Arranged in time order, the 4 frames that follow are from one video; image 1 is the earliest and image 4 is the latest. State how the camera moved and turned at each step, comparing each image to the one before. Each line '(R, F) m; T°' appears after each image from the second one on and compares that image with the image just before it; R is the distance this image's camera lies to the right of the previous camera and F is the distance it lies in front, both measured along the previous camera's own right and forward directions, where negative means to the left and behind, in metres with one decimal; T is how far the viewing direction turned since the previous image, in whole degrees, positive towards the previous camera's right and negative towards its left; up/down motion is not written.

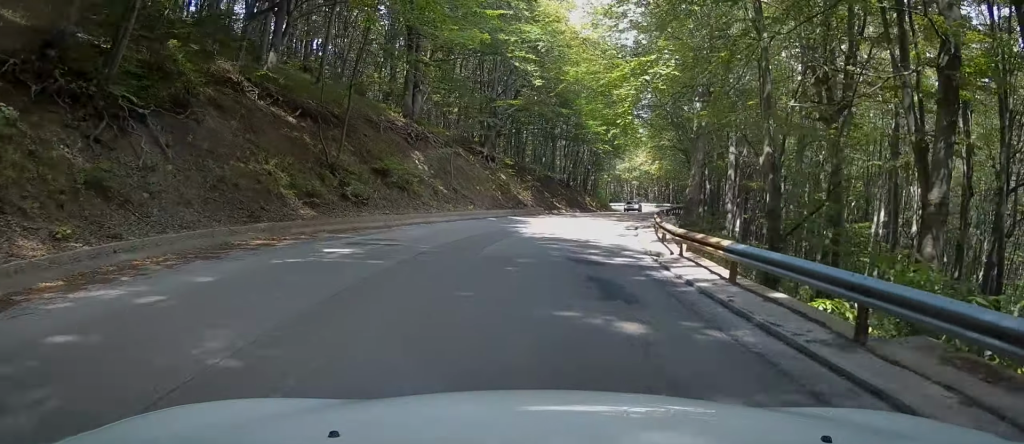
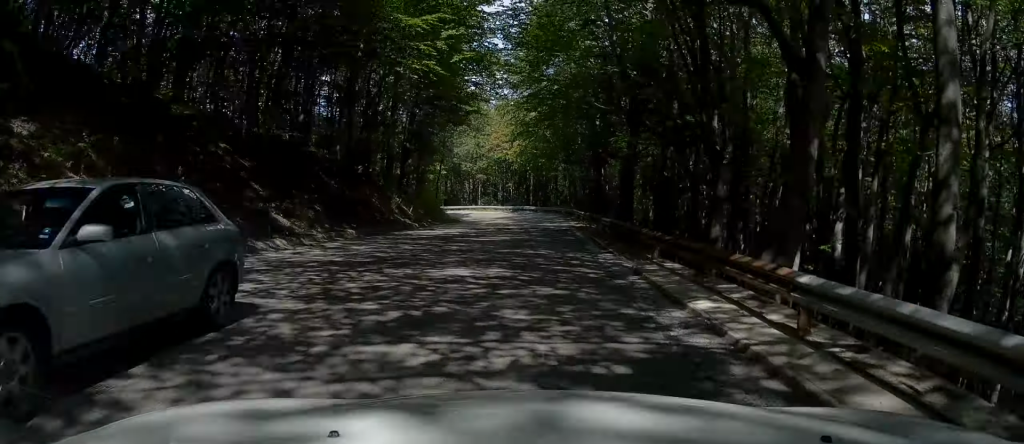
(+3.7, +33.4) m; +13°
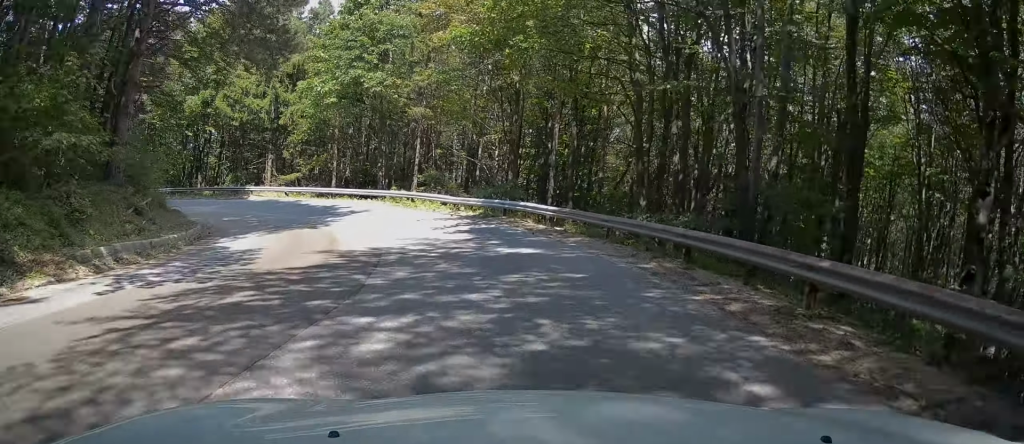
(+0.9, +48.6) m; -8°
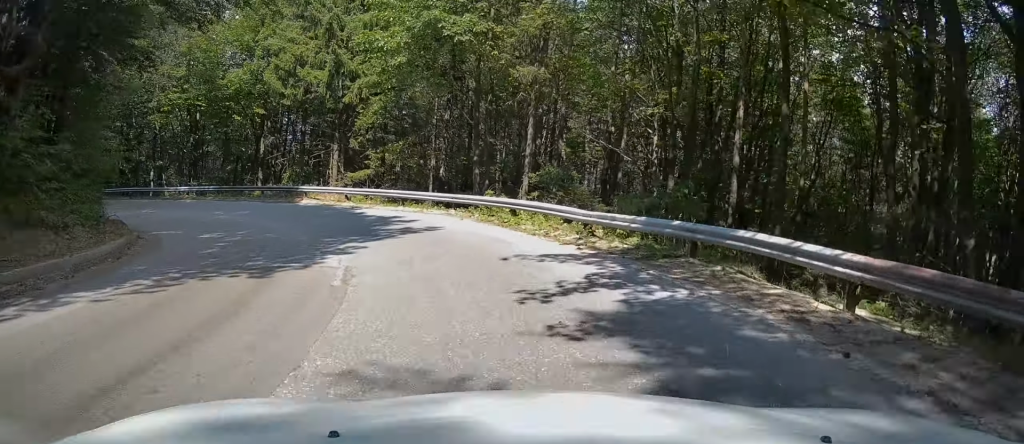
(-0.5, +10.5) m; -12°
